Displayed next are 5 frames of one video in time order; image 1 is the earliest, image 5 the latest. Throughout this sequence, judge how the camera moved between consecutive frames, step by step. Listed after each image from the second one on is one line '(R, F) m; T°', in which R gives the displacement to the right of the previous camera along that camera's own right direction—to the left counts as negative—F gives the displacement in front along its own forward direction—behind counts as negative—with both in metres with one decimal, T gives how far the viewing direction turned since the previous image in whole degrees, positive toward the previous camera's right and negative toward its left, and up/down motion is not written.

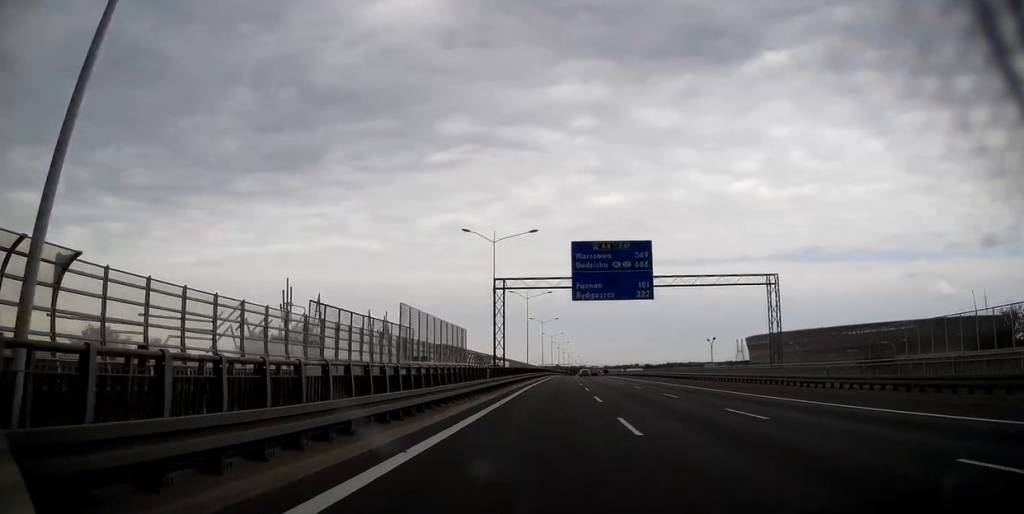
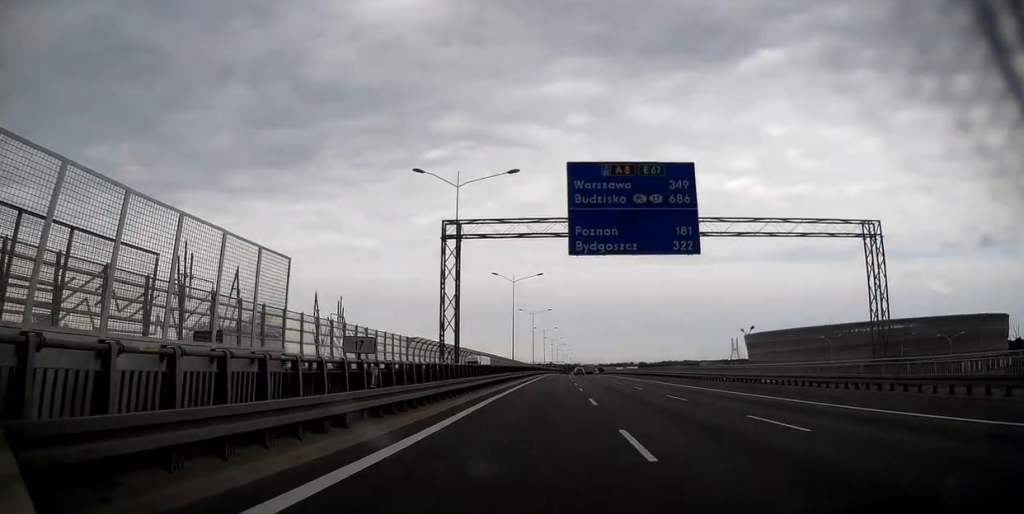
(+0.1, +15.5) m; 0°
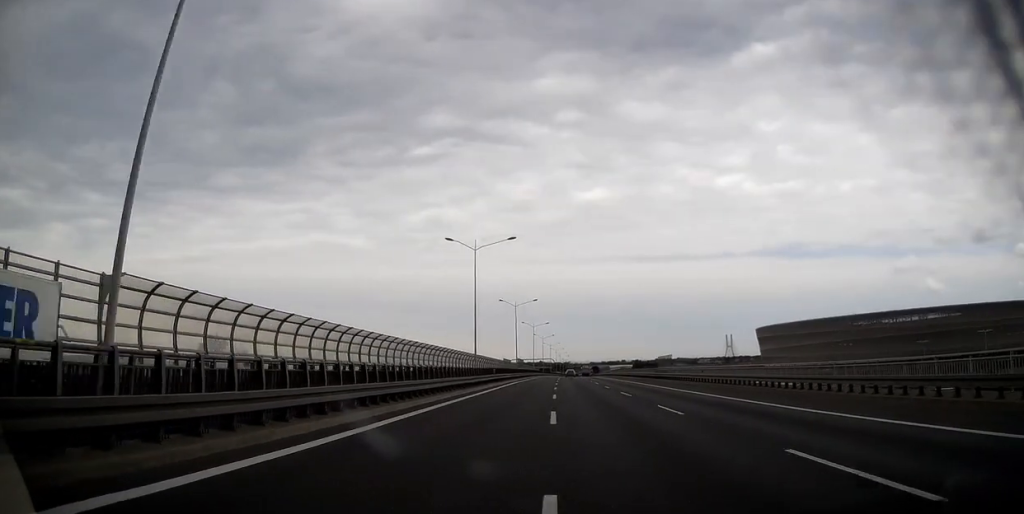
(+0.7, +66.7) m; +1°
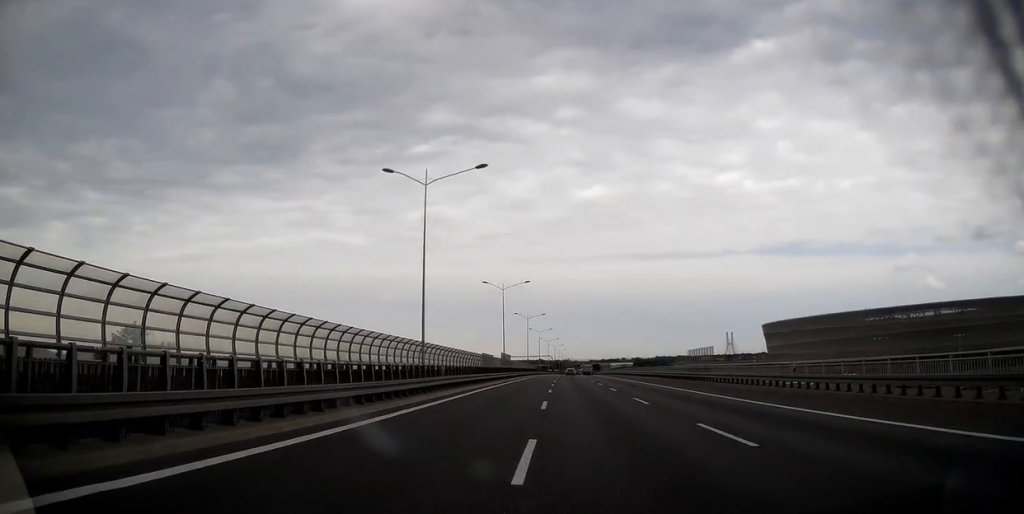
(+0.1, +19.5) m; 0°
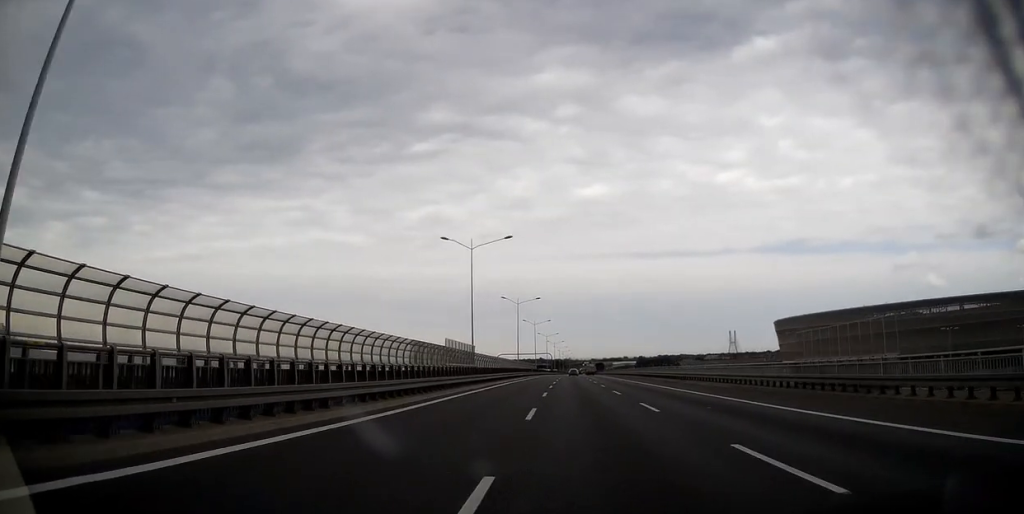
(0.0, +26.9) m; 0°
